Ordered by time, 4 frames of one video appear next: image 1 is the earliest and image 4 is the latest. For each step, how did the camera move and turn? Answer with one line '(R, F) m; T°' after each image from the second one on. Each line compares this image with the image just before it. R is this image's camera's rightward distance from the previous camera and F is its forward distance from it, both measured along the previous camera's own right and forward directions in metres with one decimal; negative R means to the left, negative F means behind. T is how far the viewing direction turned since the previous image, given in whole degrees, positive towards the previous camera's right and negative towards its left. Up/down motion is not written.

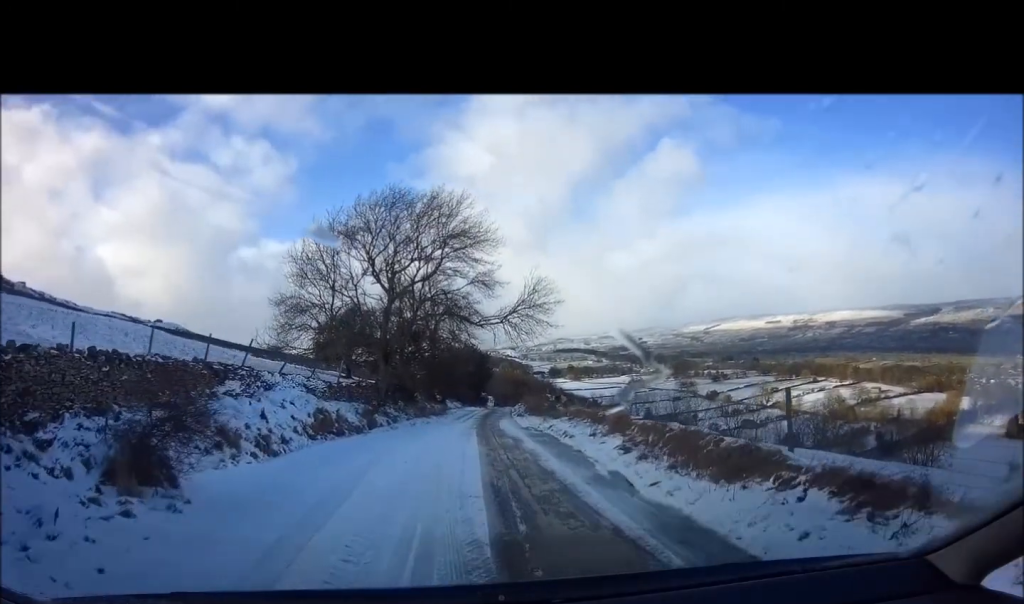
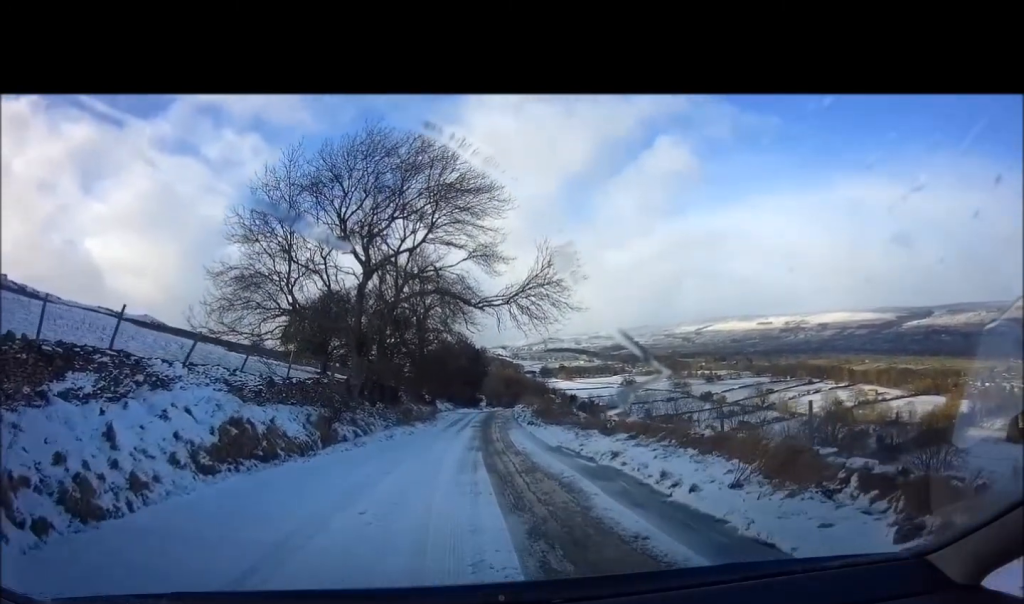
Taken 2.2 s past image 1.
(+0.2, +7.3) m; -3°
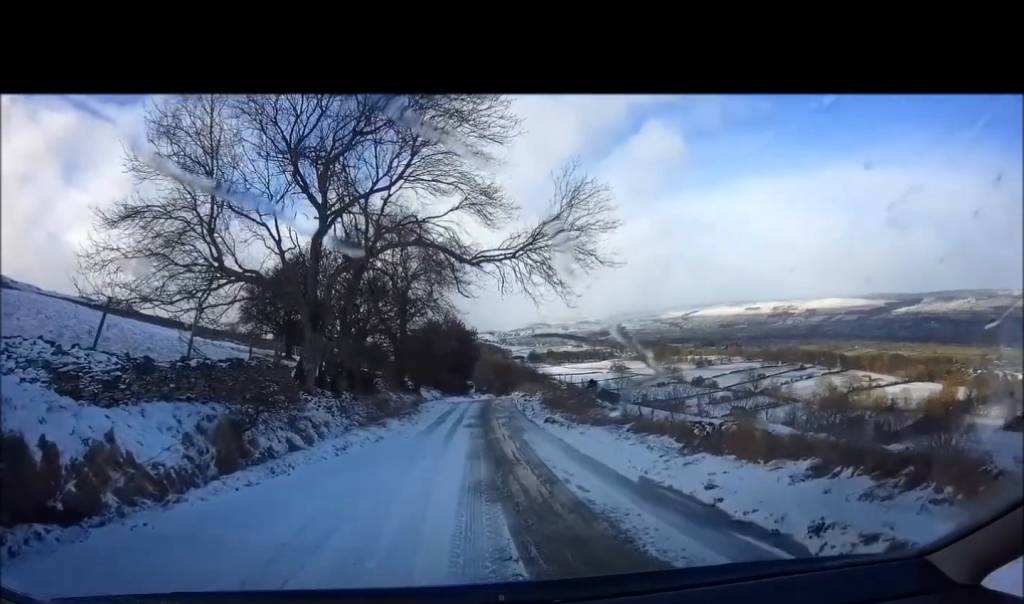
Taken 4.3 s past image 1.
(-0.1, +7.0) m; -1°
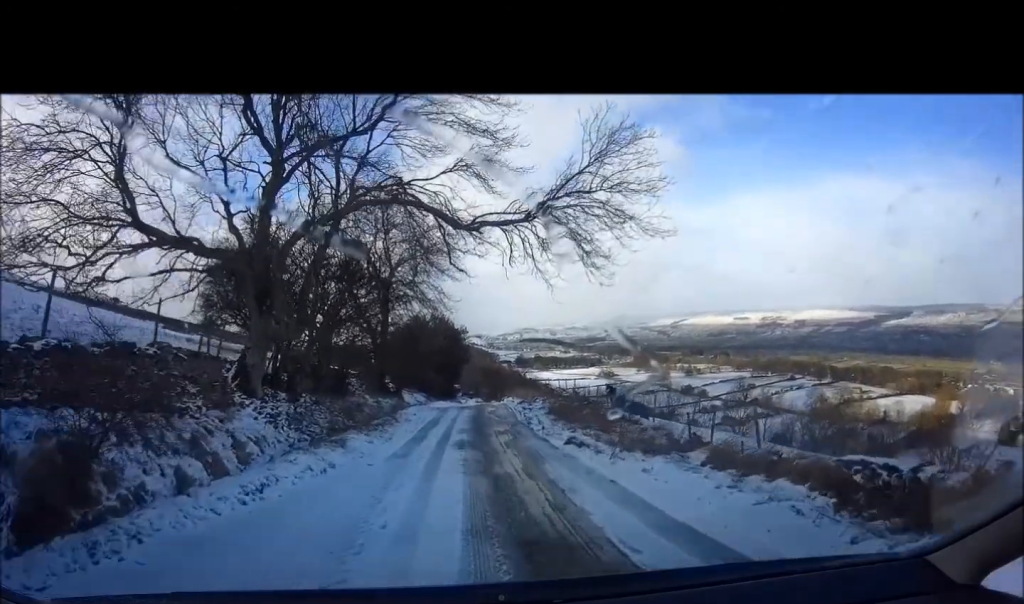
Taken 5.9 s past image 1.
(0.0, +5.1) m; +1°
